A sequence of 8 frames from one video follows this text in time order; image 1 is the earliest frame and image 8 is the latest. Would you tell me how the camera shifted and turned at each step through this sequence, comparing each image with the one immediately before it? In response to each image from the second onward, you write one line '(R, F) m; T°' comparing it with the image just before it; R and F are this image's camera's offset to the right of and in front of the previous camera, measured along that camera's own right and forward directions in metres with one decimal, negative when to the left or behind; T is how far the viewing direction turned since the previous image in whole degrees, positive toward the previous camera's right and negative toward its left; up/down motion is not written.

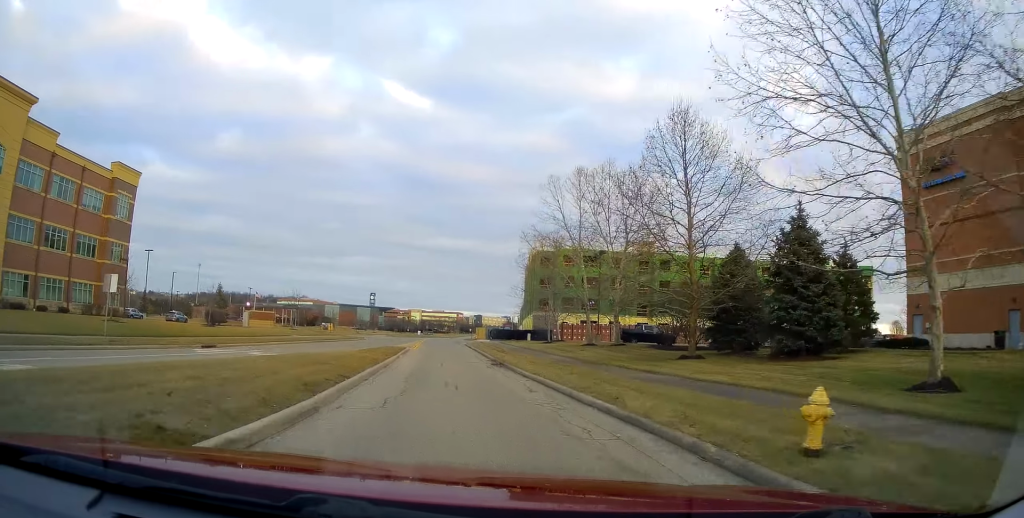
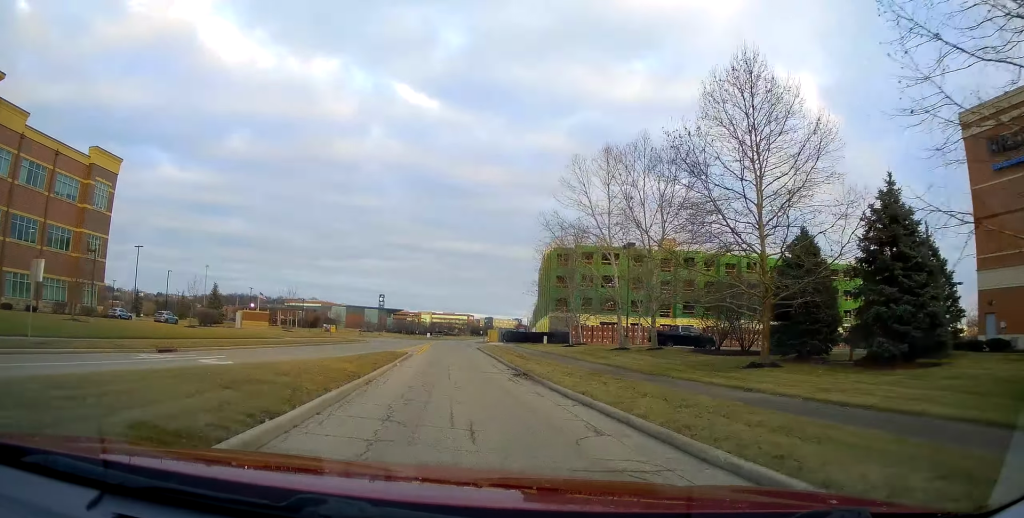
(-0.6, +6.0) m; -8°
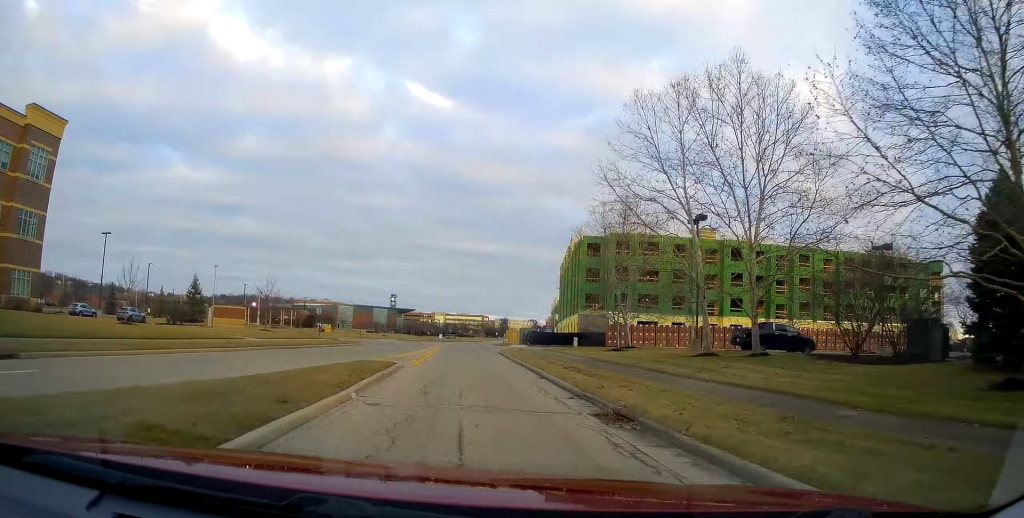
(-0.4, +13.1) m; -2°
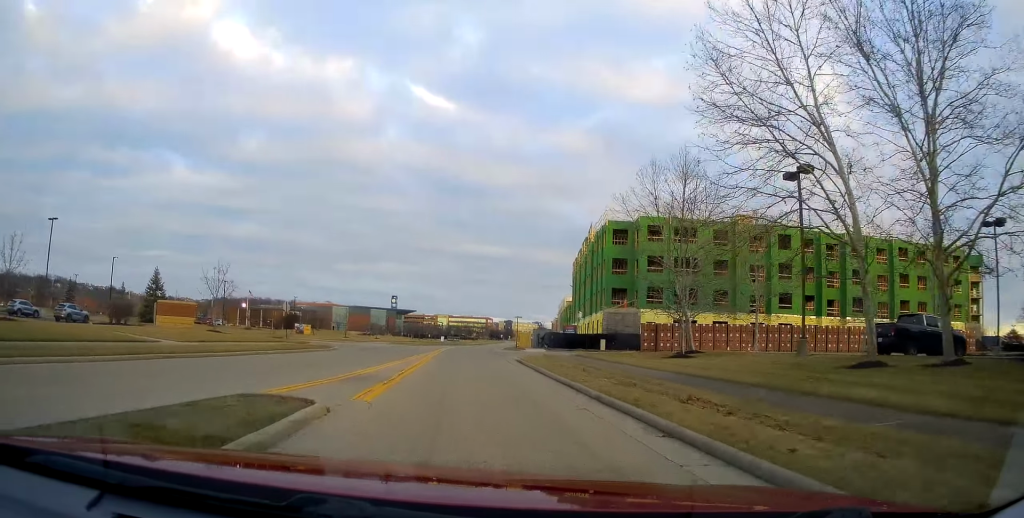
(0.0, +13.6) m; -2°
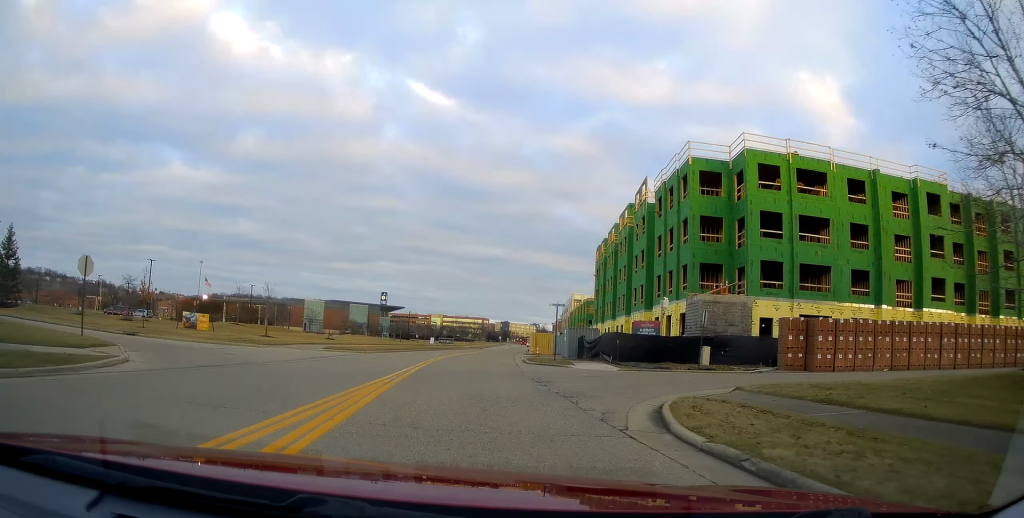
(+0.1, +29.3) m; +2°
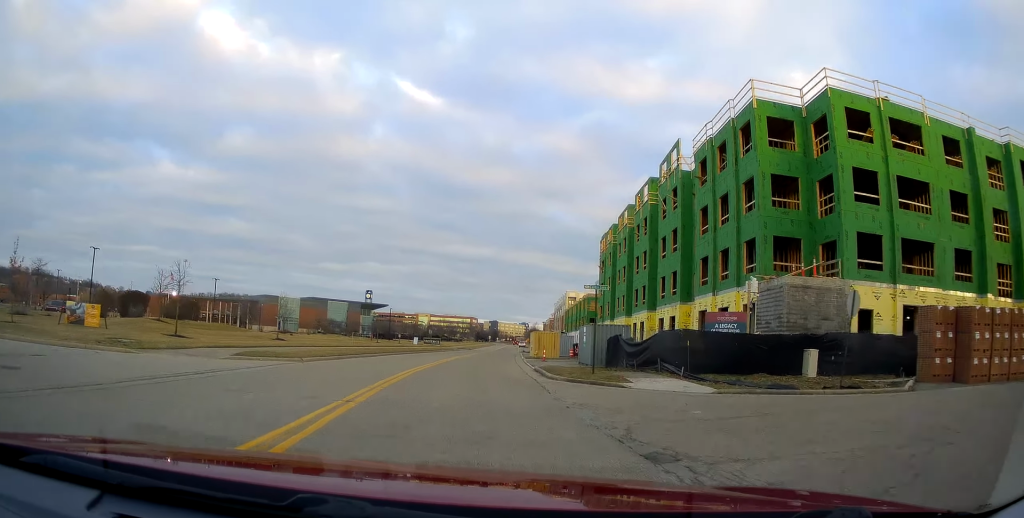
(0.0, +12.9) m; +2°
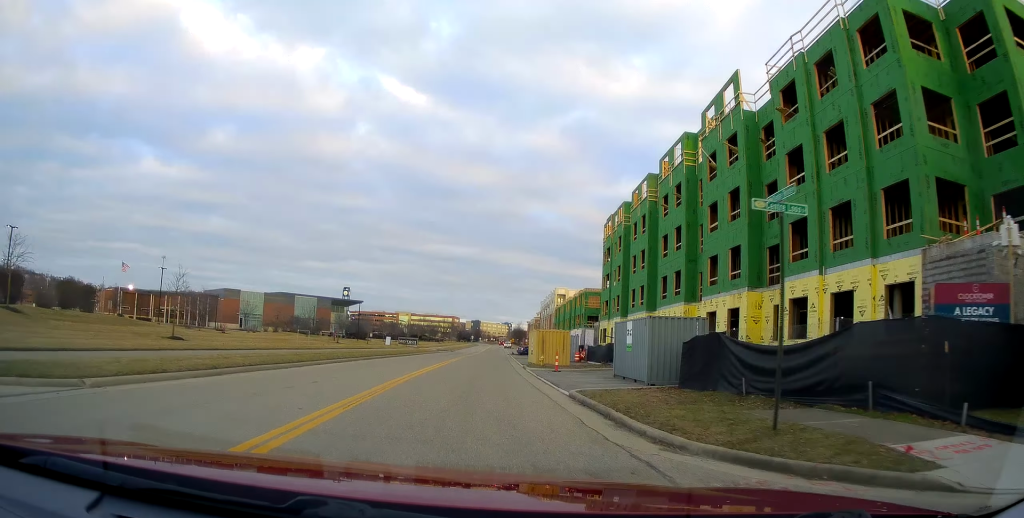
(+0.5, +14.2) m; +4°
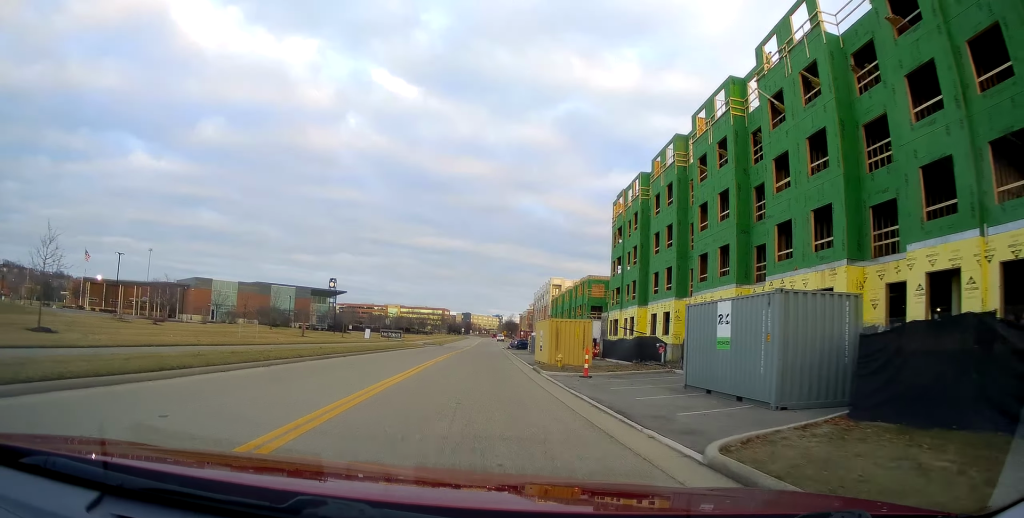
(+0.3, +10.1) m; 0°
